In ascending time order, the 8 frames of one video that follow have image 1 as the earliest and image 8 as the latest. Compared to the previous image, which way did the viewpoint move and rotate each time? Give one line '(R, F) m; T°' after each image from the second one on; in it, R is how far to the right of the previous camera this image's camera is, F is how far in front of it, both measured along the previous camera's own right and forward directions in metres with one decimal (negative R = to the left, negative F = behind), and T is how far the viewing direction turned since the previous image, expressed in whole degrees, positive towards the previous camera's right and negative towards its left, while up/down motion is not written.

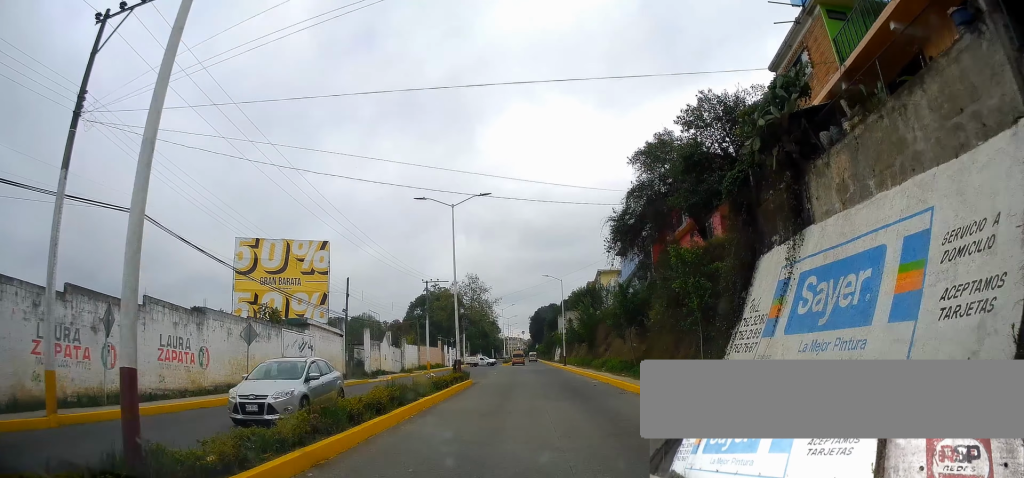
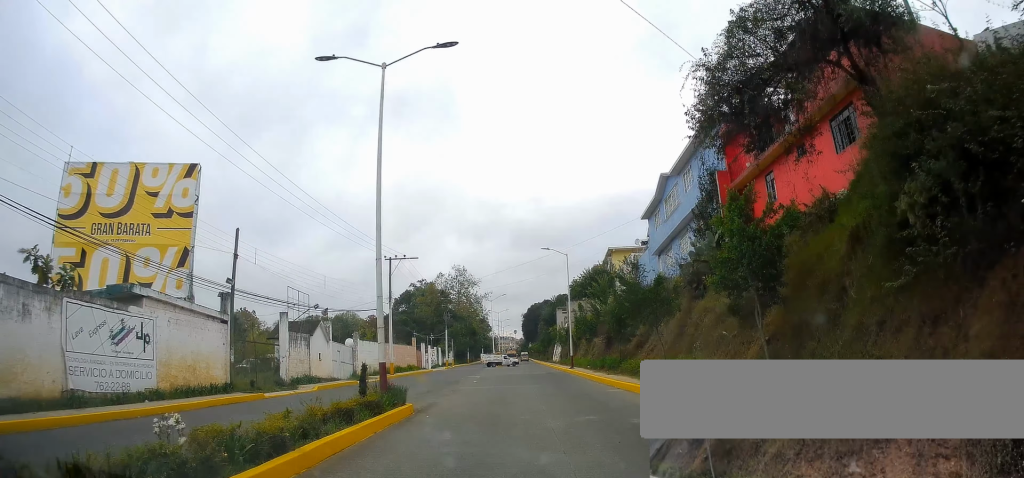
(+0.5, +12.9) m; -1°
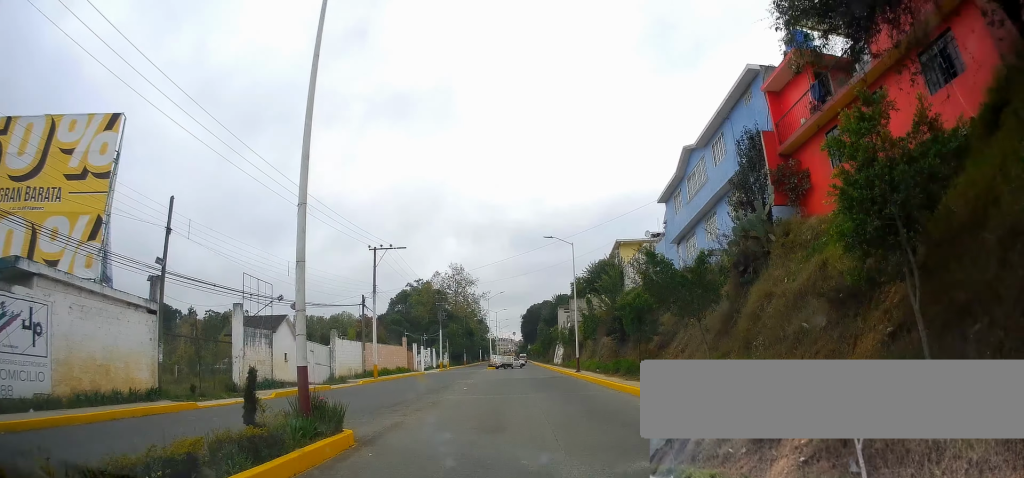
(-0.1, +4.6) m; -1°
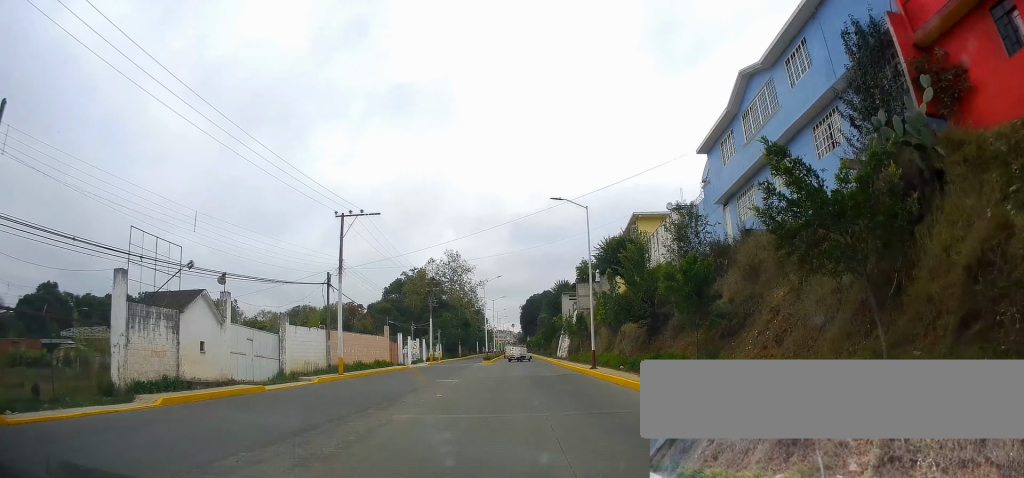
(0.0, +8.0) m; +3°
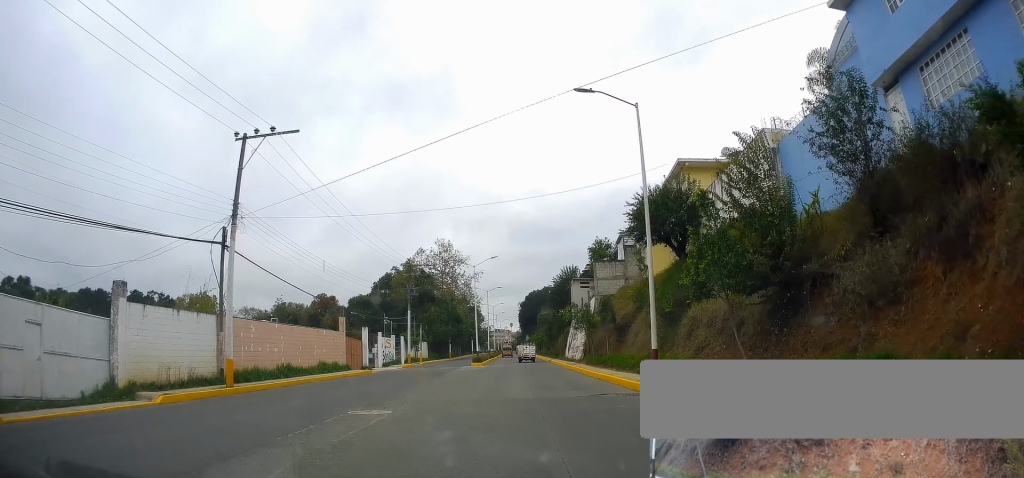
(+0.5, +14.1) m; 0°
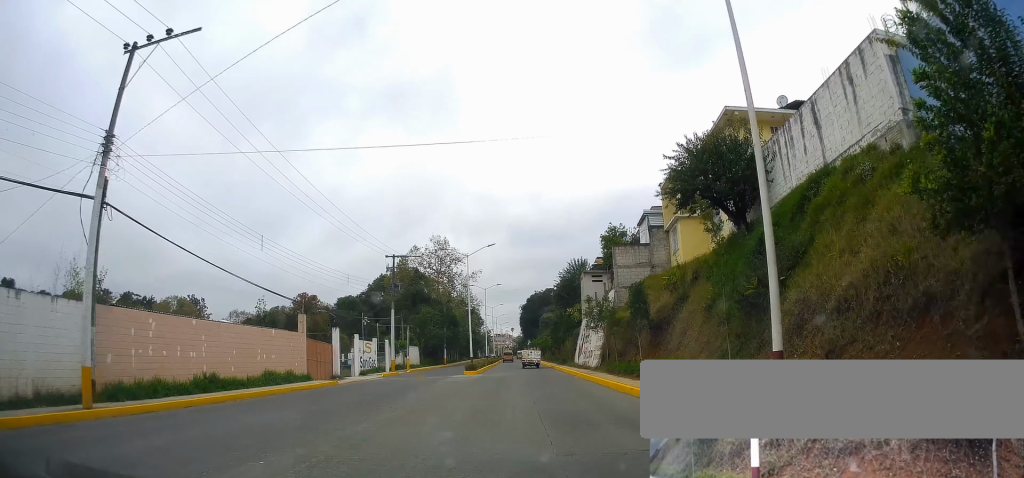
(-0.2, +7.9) m; -1°
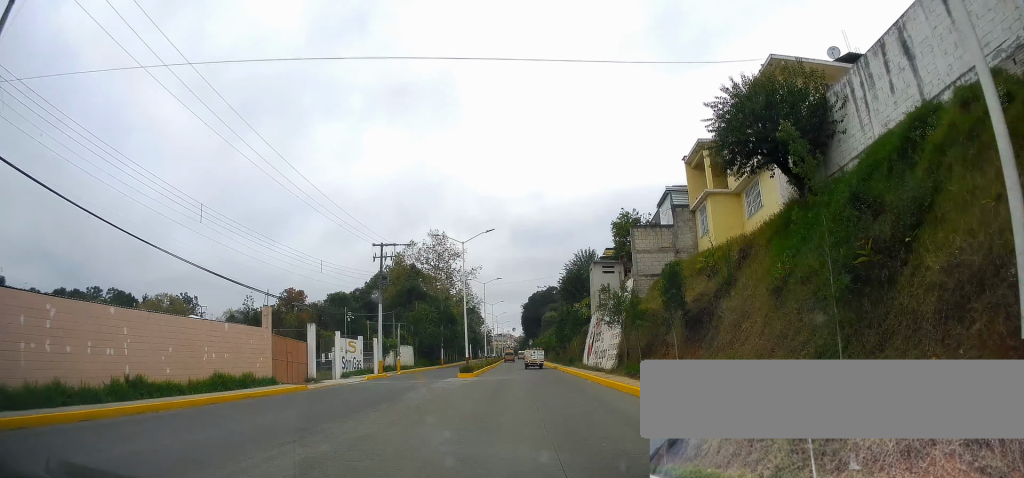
(-0.1, +5.2) m; 0°
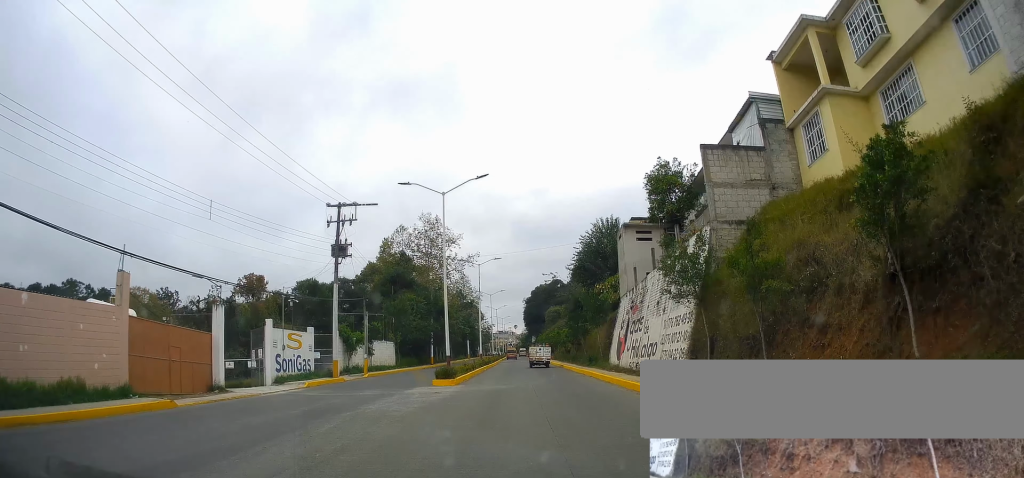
(+0.3, +11.5) m; +1°
